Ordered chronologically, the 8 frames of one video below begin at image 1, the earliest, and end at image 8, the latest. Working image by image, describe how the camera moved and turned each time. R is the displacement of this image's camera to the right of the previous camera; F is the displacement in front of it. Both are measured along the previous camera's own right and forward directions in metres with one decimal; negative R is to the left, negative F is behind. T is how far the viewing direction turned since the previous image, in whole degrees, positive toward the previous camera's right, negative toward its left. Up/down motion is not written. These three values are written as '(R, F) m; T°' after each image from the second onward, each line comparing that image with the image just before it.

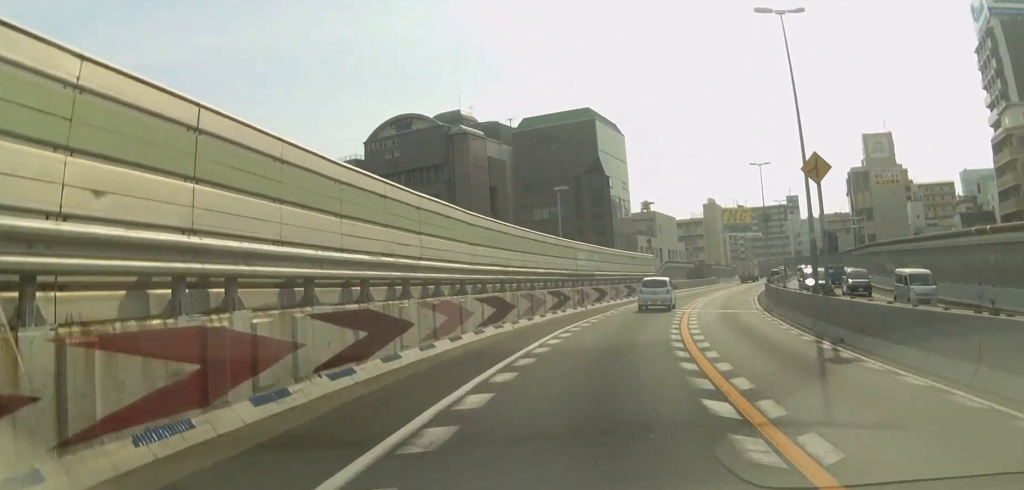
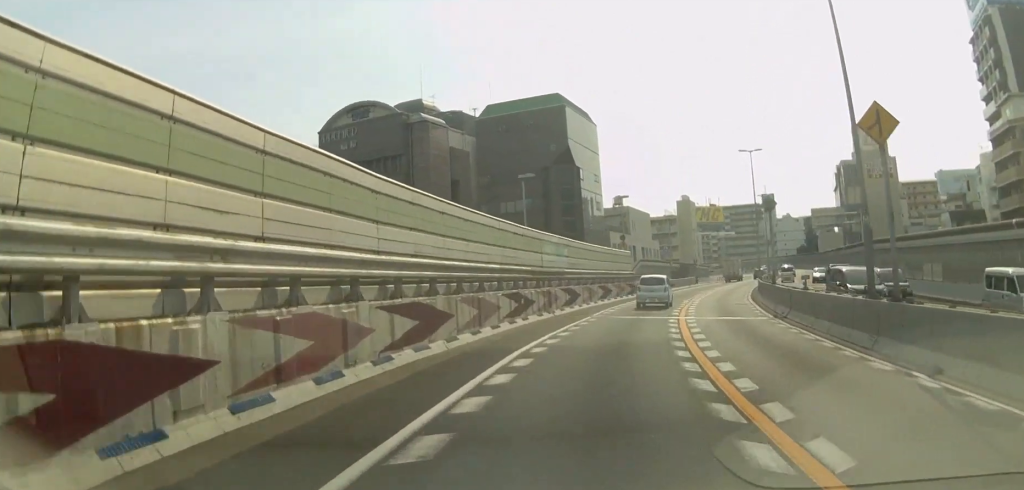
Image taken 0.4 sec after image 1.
(+0.2, +6.3) m; +2°
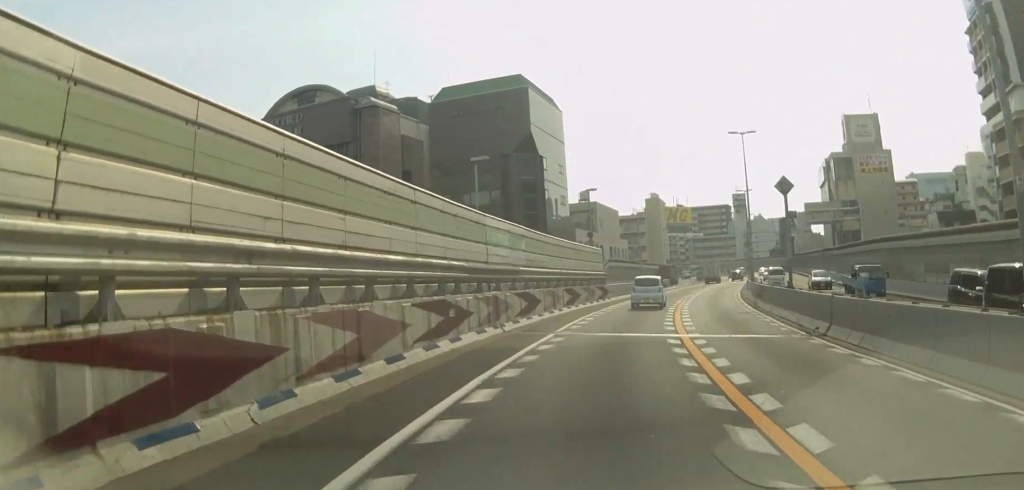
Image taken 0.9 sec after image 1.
(+0.3, +7.4) m; +3°
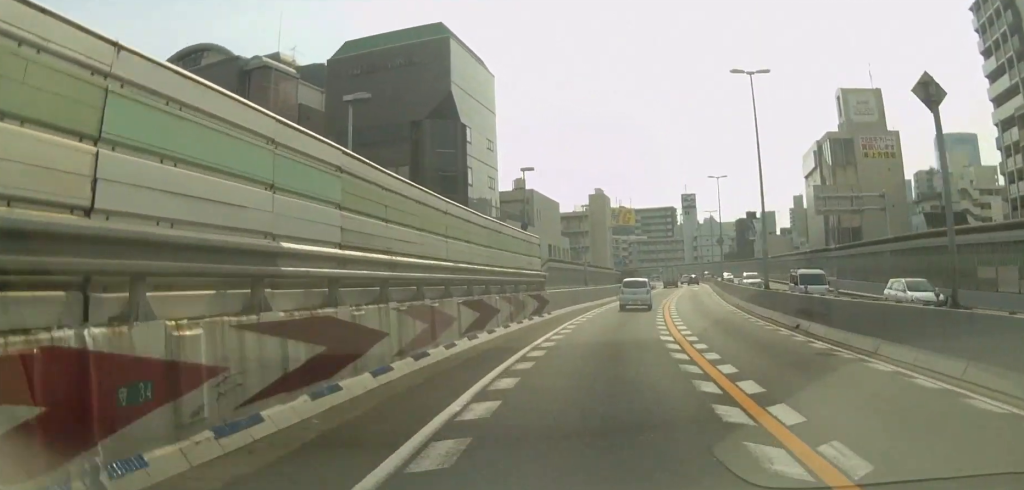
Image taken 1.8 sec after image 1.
(+0.7, +14.9) m; +6°
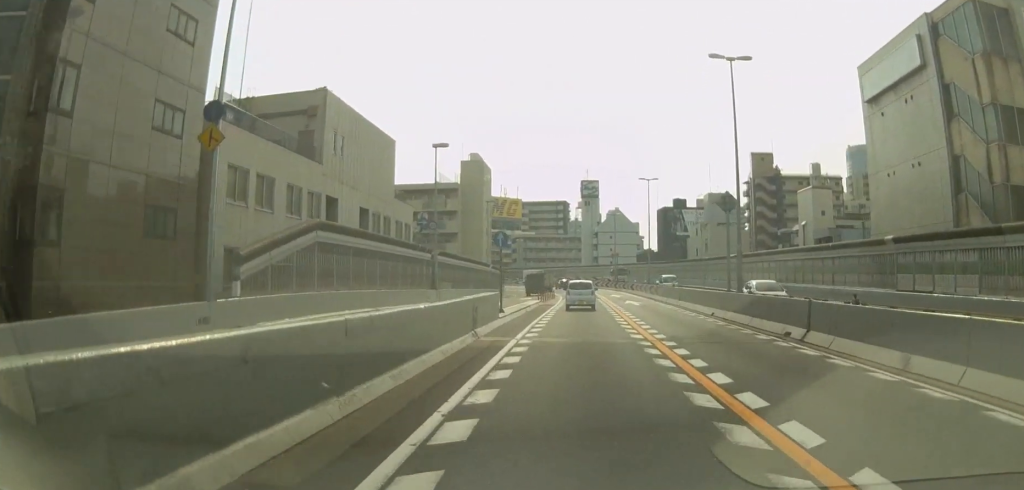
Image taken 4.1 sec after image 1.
(+4.2, +36.7) m; +12°
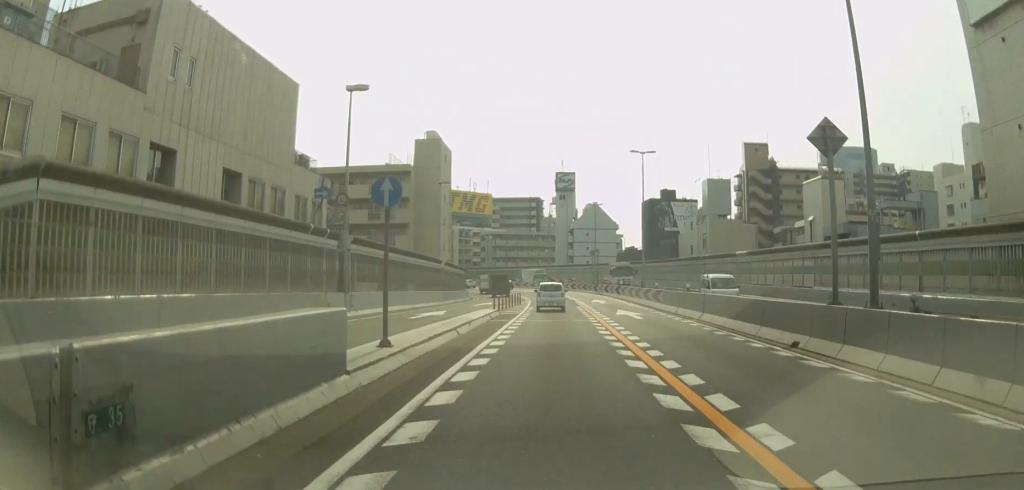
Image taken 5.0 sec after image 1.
(+0.5, +14.1) m; +2°
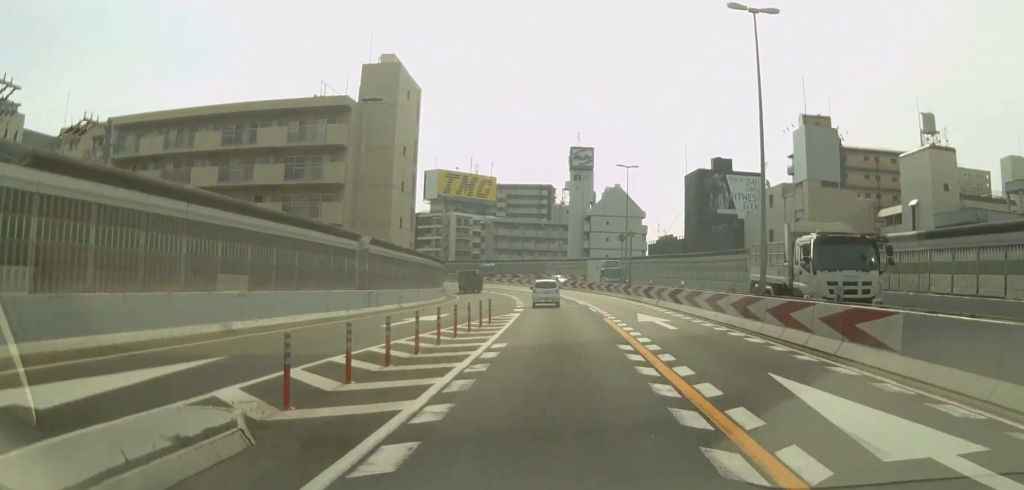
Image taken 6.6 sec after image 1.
(+0.7, +27.1) m; +2°
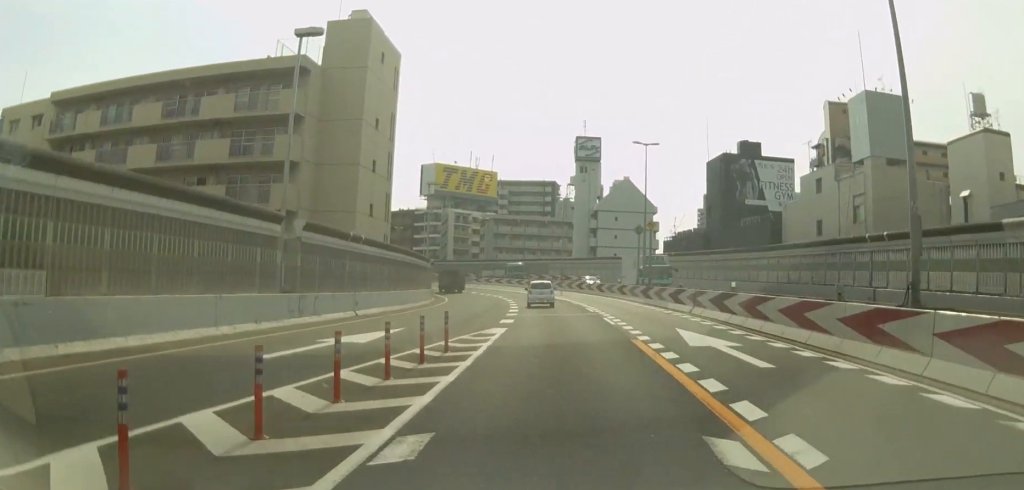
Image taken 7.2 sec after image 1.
(+0.2, +9.7) m; 0°
